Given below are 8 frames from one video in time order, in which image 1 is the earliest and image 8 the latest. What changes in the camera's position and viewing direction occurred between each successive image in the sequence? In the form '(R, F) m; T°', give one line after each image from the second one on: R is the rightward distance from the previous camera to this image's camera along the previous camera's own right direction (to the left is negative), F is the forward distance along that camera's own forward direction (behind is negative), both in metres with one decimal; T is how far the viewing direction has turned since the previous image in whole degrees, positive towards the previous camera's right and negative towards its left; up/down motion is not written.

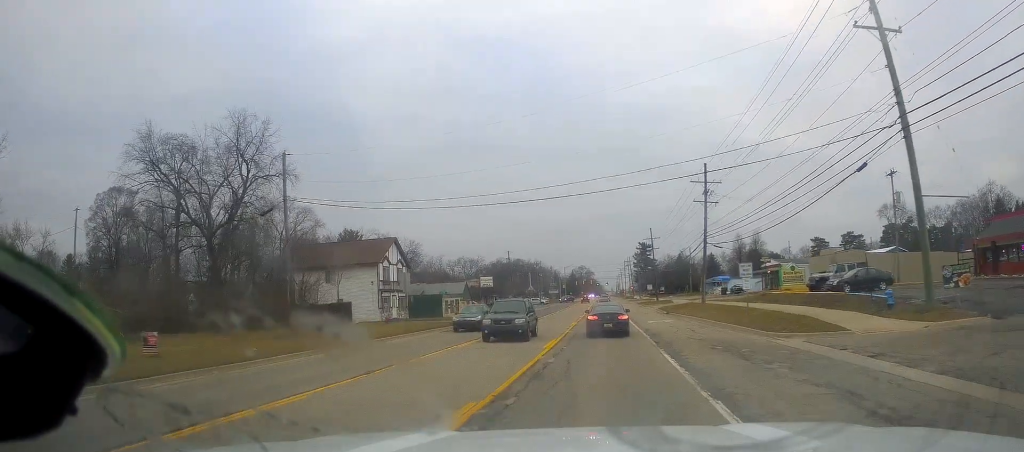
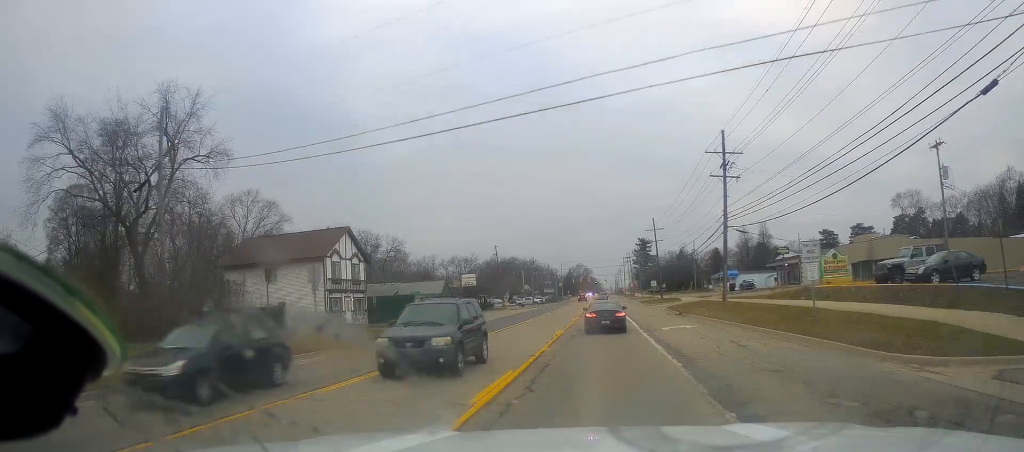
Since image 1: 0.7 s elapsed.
(-0.3, +10.6) m; -1°
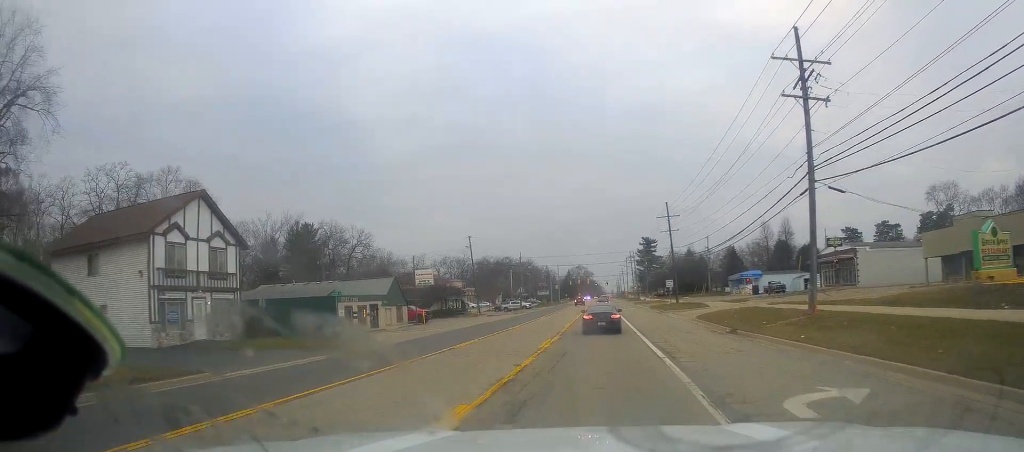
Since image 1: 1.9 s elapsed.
(-0.3, +19.6) m; -1°
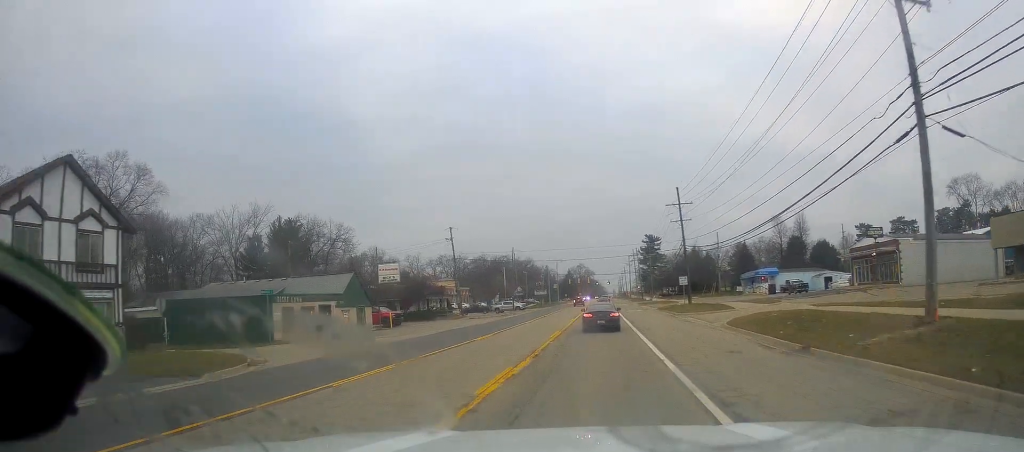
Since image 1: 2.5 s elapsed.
(0.0, +10.1) m; 0°
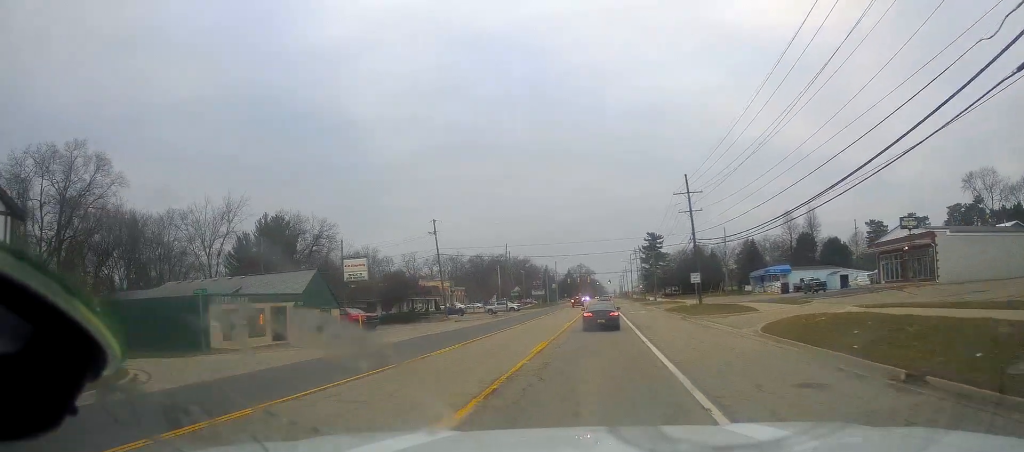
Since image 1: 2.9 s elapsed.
(0.0, +6.9) m; 0°
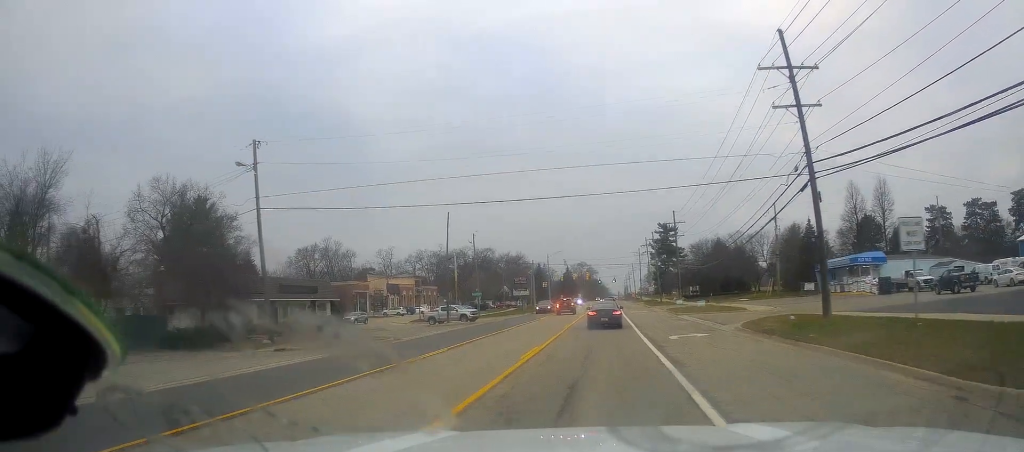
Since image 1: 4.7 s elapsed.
(+0.7, +33.4) m; +2°
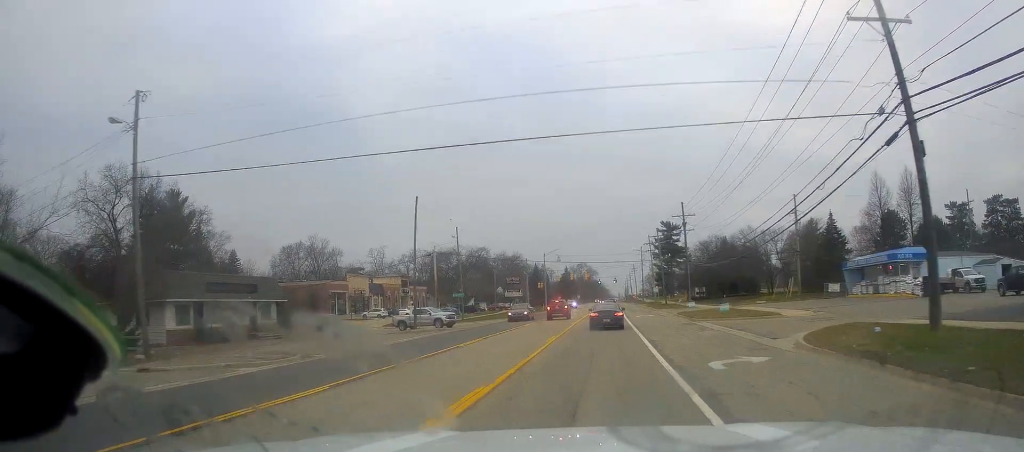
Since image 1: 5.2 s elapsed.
(+0.2, +9.1) m; 0°
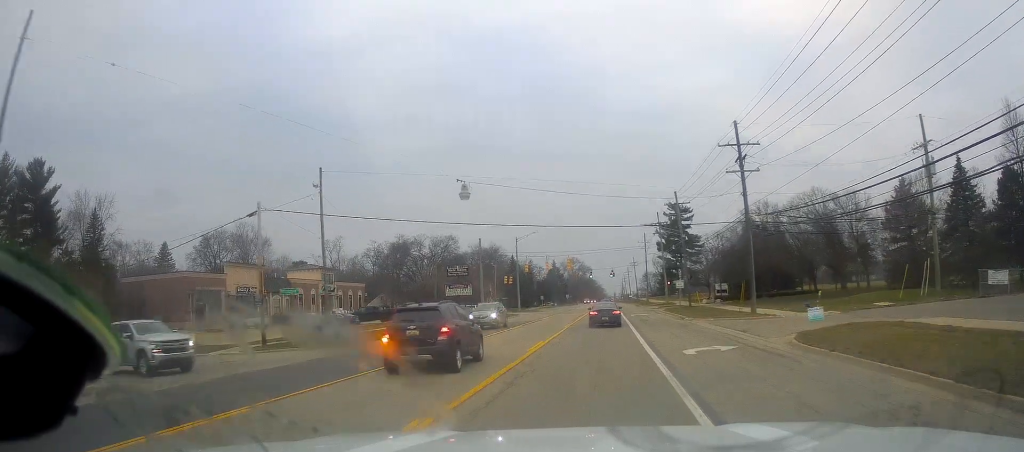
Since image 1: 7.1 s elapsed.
(-0.9, +34.7) m; -1°
